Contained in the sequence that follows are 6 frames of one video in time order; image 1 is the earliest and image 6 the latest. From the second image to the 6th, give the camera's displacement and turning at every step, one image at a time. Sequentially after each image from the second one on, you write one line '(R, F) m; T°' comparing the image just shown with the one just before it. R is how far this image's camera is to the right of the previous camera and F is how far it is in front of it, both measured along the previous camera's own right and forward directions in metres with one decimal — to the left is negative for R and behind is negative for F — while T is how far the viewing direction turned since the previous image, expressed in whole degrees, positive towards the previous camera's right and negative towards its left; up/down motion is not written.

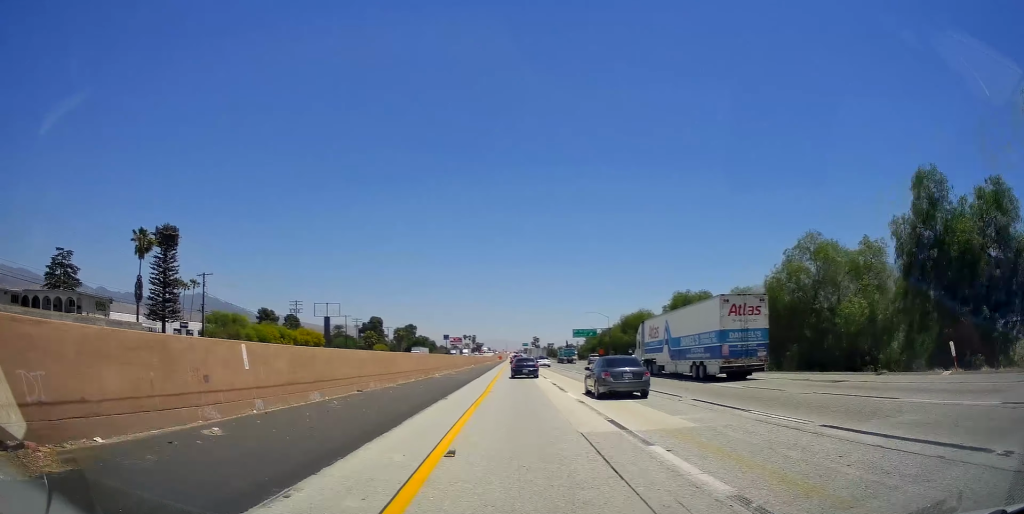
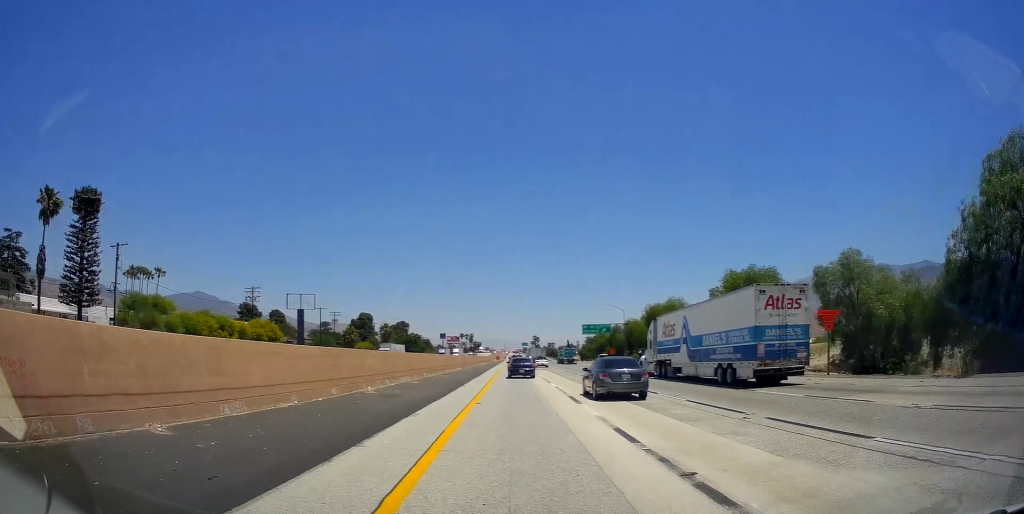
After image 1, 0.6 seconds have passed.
(0.0, +21.1) m; 0°
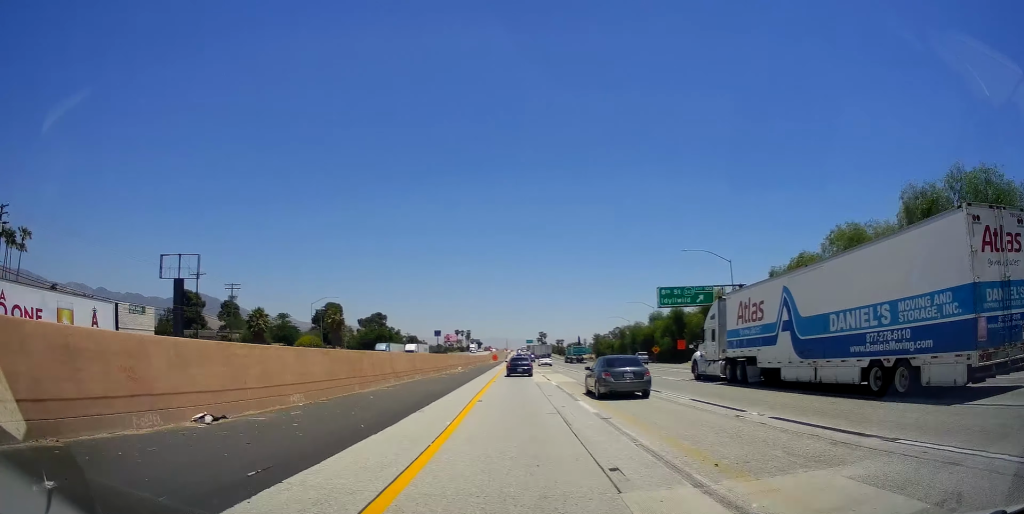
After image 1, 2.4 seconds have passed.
(0.0, +56.9) m; 0°
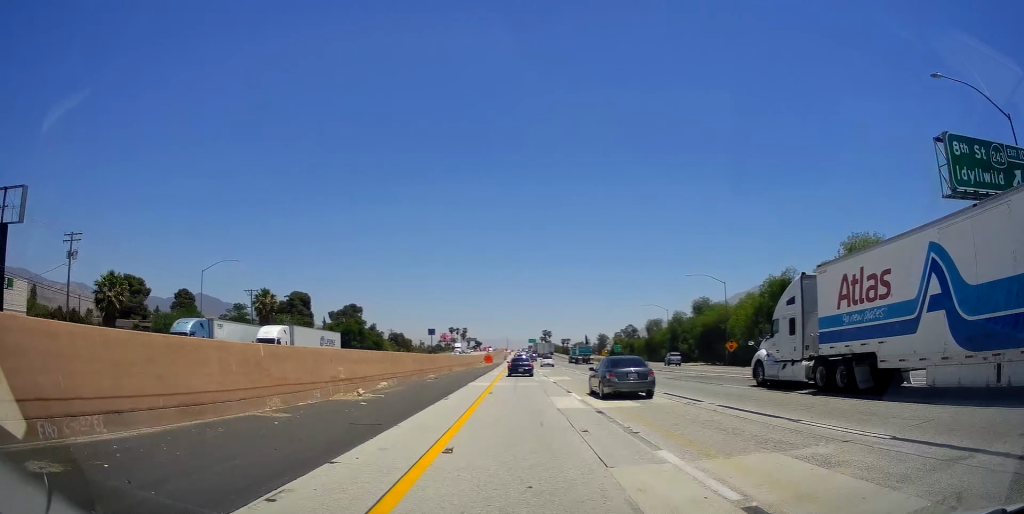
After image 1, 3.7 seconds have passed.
(0.0, +39.1) m; 0°
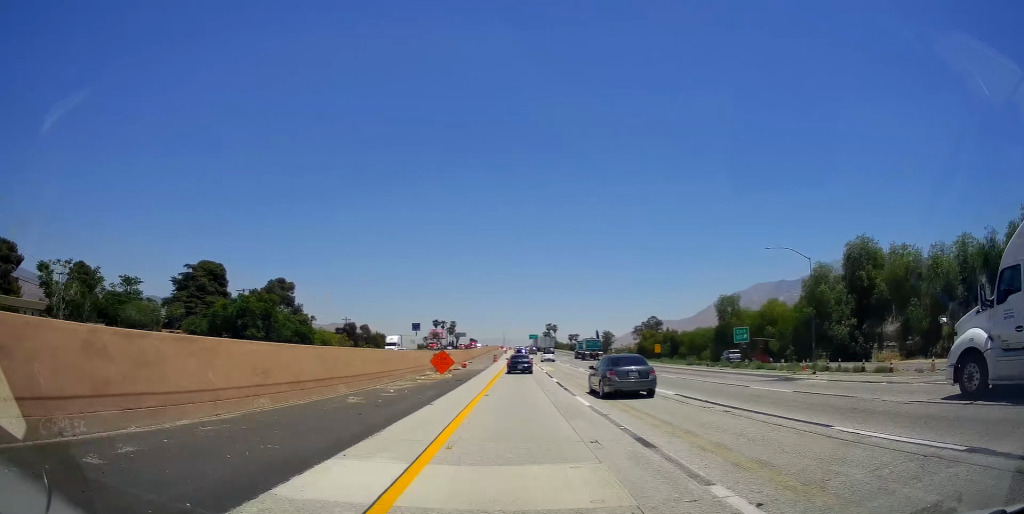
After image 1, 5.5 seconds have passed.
(-0.4, +62.0) m; 0°
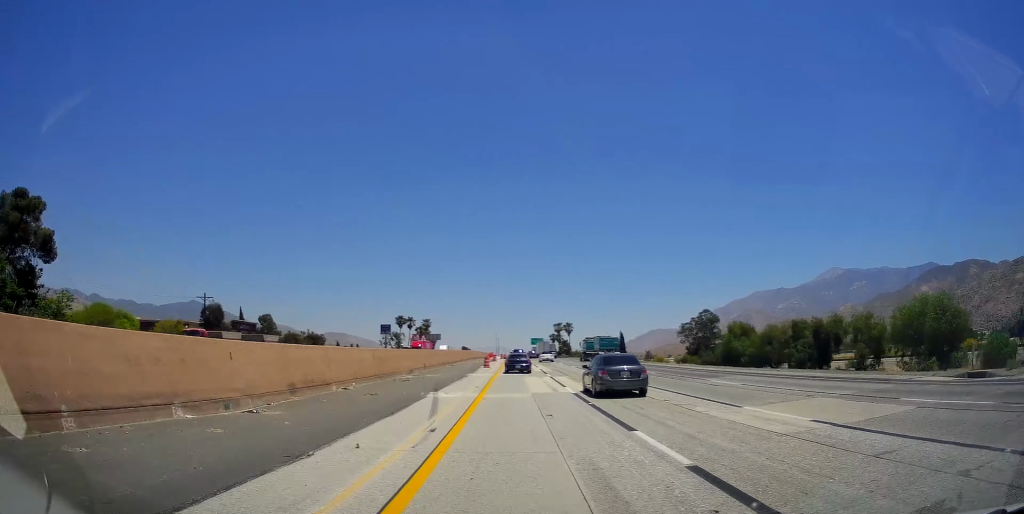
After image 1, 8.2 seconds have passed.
(+1.6, +82.8) m; +1°
